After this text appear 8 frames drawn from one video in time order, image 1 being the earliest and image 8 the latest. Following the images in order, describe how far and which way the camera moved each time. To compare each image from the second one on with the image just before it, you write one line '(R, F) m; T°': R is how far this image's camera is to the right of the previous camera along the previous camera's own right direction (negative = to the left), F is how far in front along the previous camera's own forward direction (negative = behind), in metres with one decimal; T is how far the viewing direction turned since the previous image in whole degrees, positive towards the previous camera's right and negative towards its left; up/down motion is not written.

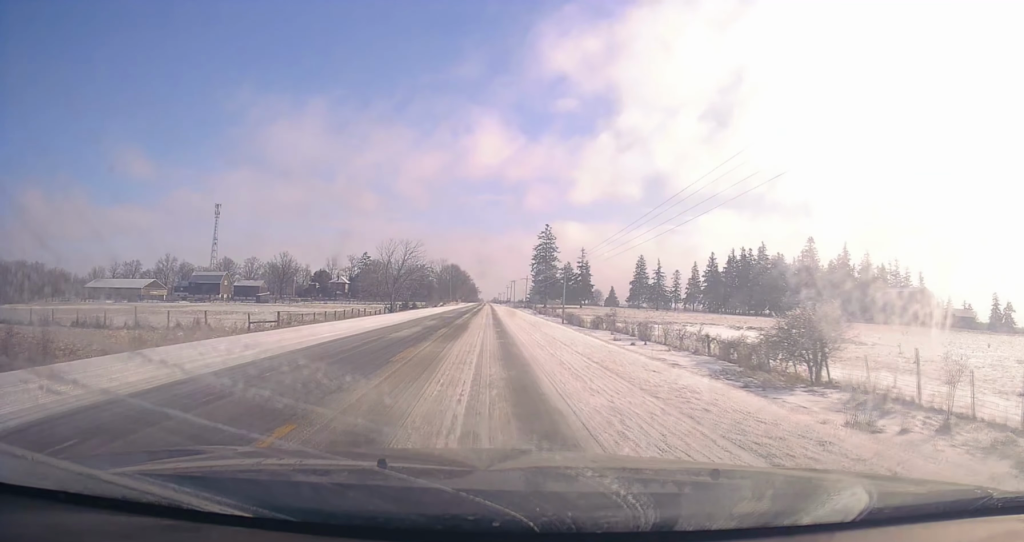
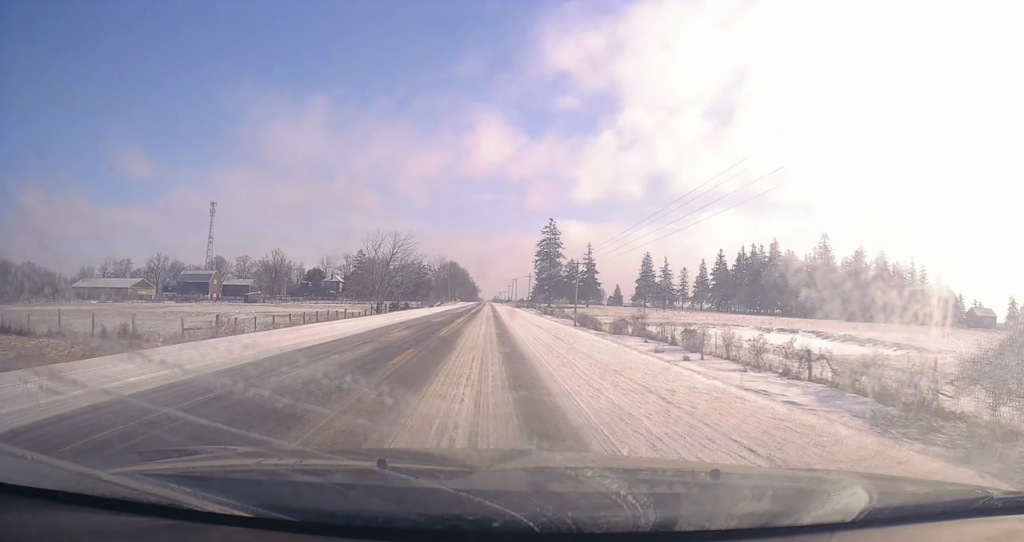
(+0.3, +10.4) m; 0°
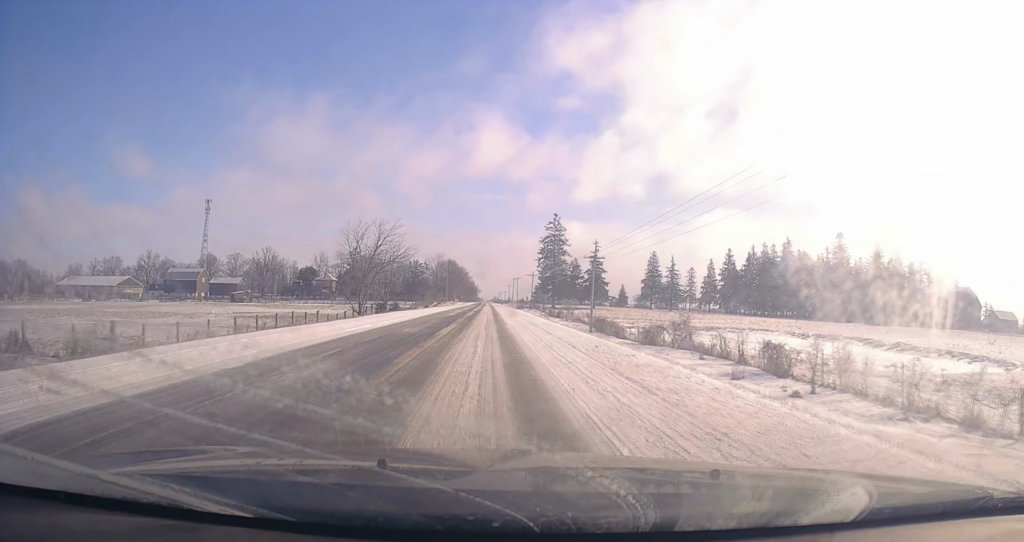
(-0.4, +10.7) m; 0°
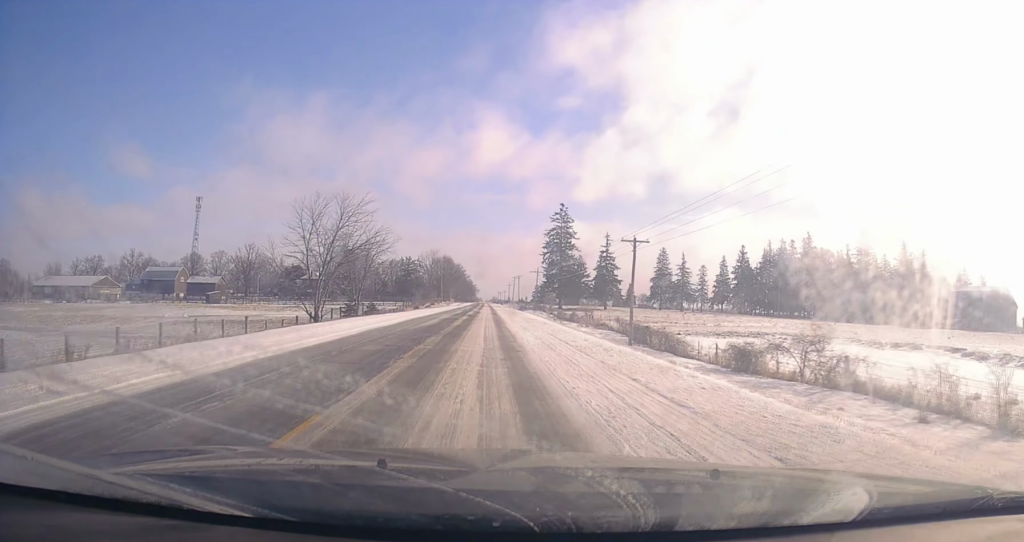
(-0.4, +16.4) m; 0°
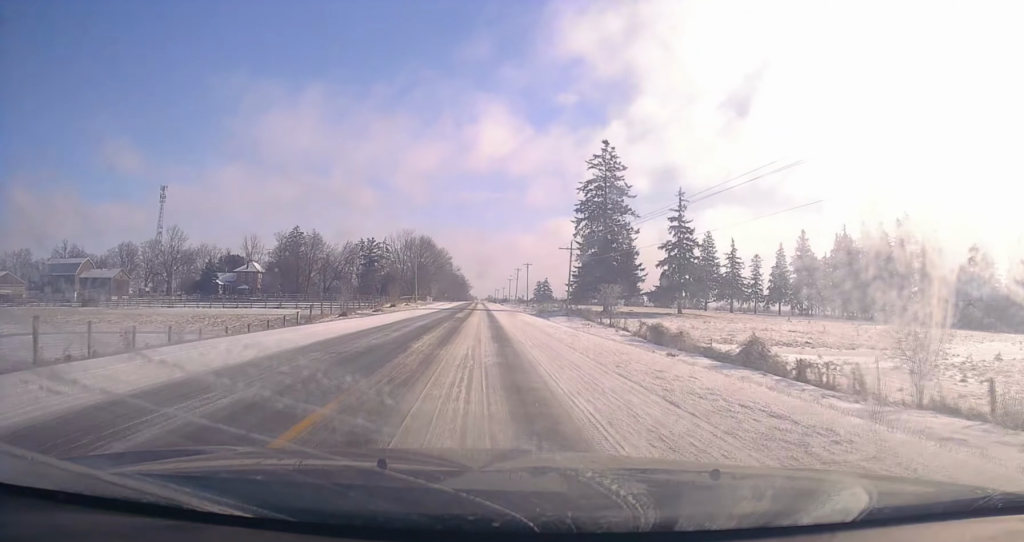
(+0.7, +55.6) m; 0°
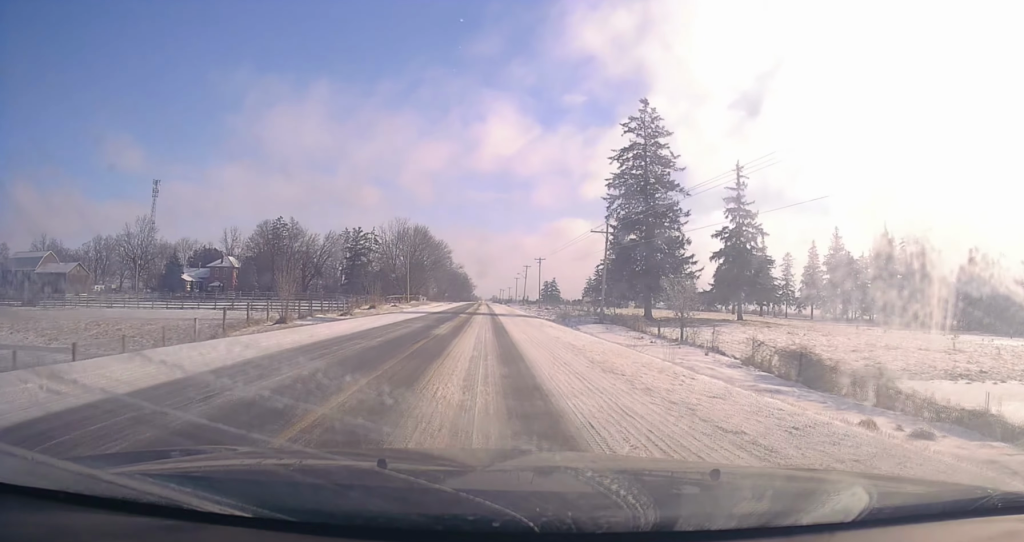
(0.0, +19.4) m; 0°
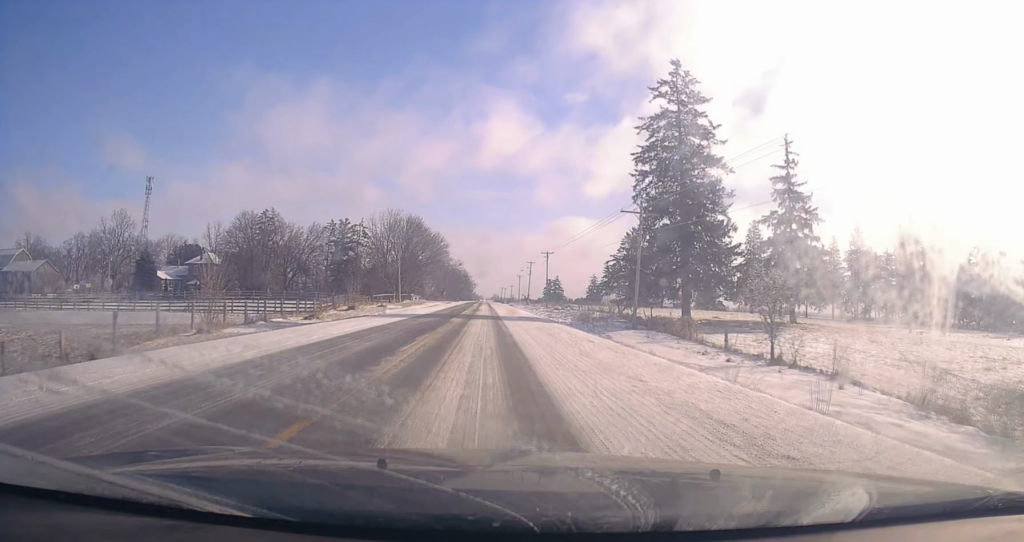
(0.0, +11.8) m; +1°
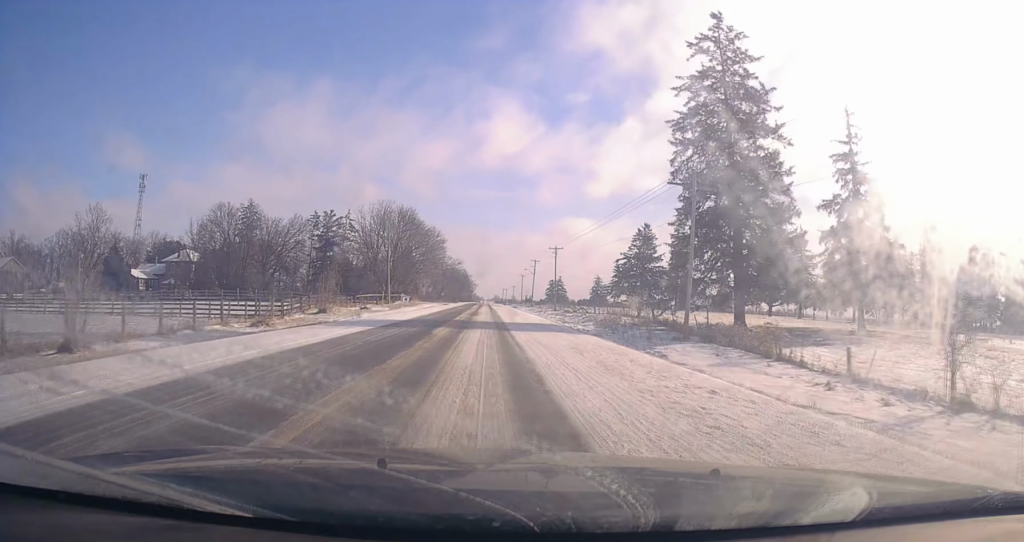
(0.0, +10.3) m; 0°
